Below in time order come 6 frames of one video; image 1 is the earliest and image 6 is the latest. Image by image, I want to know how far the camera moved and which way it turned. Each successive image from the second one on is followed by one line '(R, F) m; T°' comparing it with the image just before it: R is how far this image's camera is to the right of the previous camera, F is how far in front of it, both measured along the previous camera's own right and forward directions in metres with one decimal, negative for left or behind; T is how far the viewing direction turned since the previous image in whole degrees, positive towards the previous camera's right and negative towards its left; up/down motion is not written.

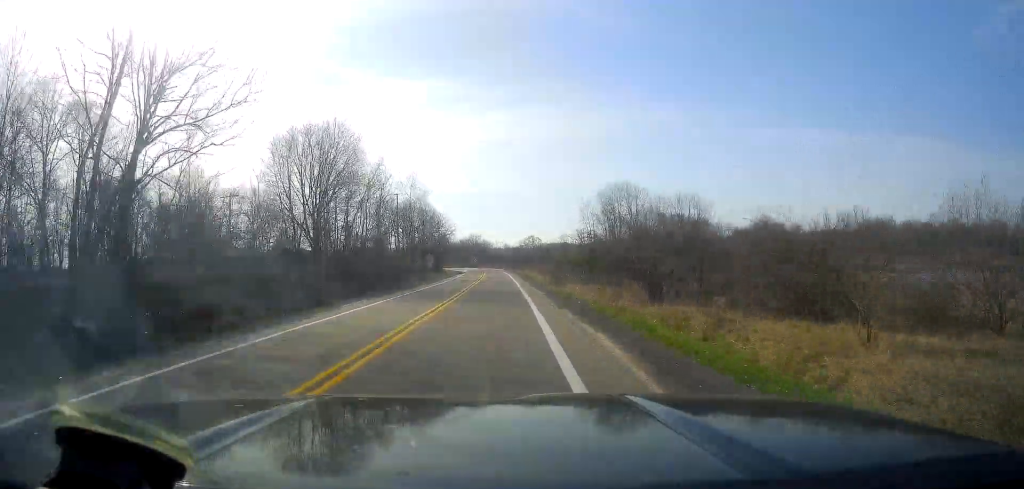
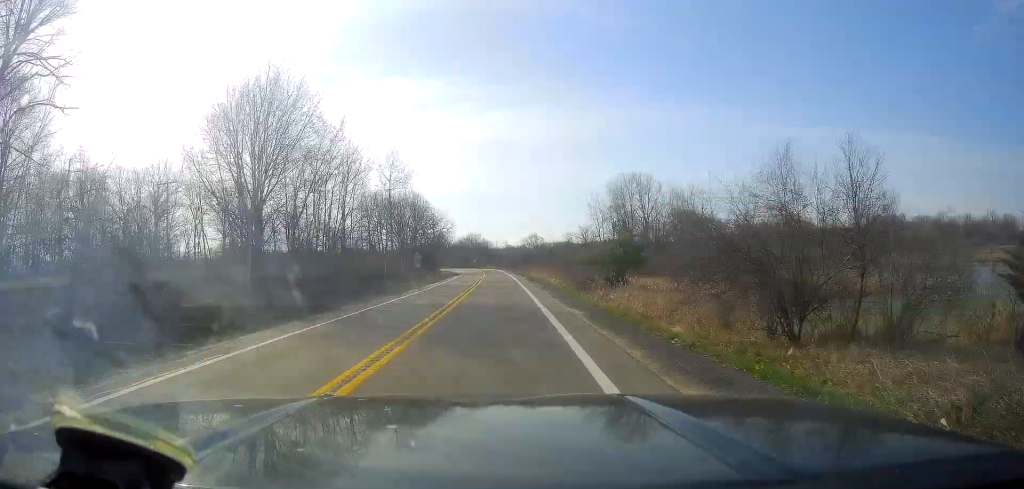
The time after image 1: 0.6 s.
(+0.4, +13.7) m; 0°
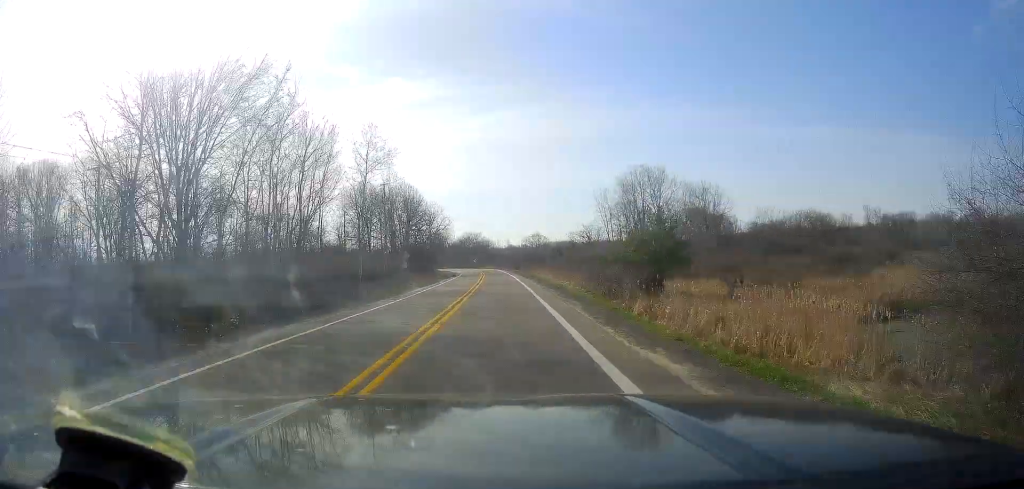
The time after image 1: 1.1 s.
(0.0, +10.7) m; 0°
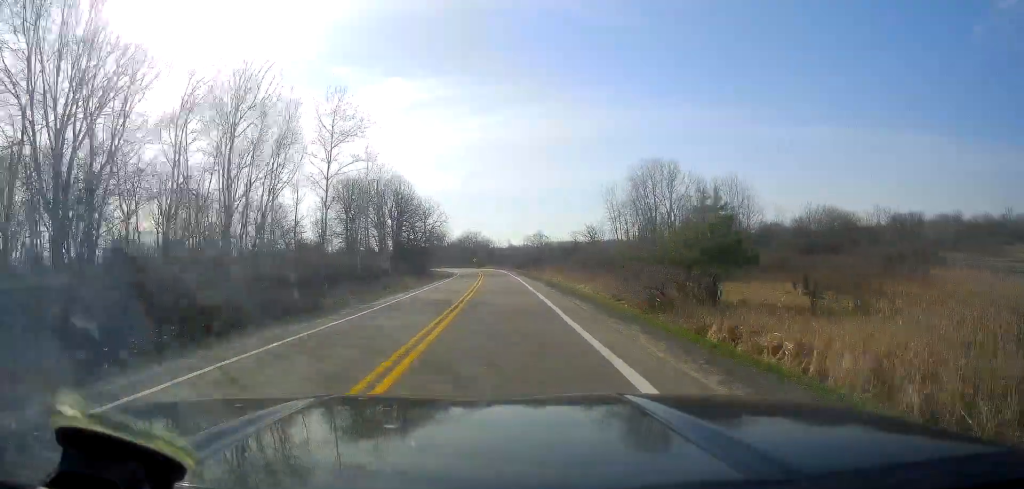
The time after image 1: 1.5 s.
(-0.2, +10.0) m; 0°
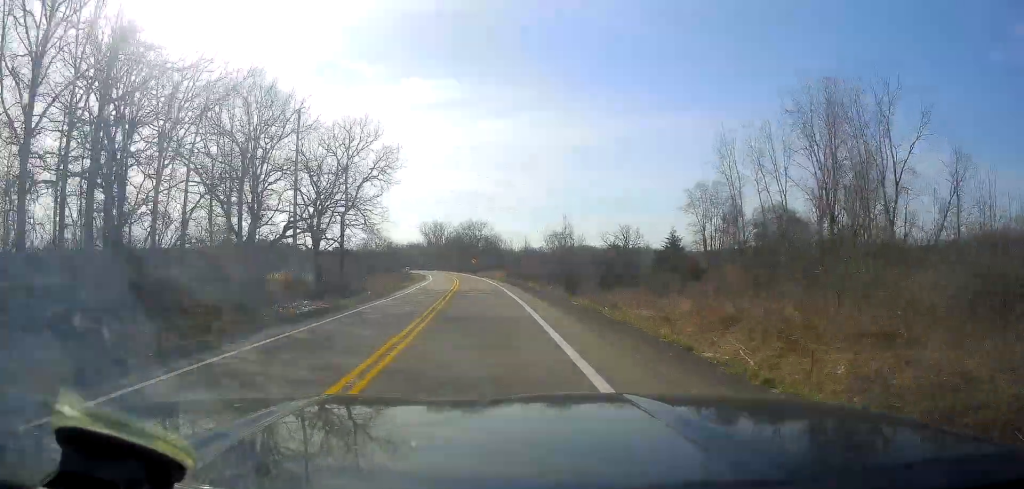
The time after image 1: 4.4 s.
(+0.1, +68.7) m; -1°
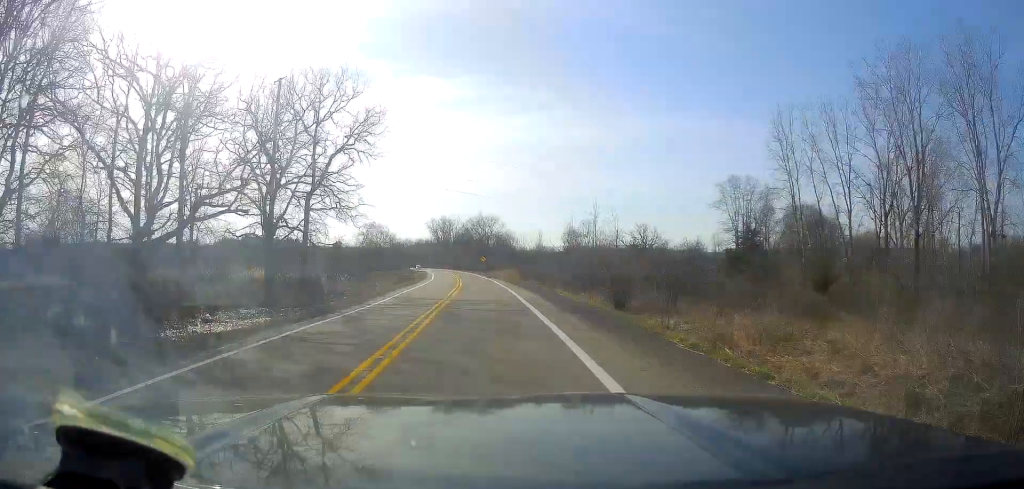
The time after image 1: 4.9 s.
(0.0, +13.0) m; -1°
